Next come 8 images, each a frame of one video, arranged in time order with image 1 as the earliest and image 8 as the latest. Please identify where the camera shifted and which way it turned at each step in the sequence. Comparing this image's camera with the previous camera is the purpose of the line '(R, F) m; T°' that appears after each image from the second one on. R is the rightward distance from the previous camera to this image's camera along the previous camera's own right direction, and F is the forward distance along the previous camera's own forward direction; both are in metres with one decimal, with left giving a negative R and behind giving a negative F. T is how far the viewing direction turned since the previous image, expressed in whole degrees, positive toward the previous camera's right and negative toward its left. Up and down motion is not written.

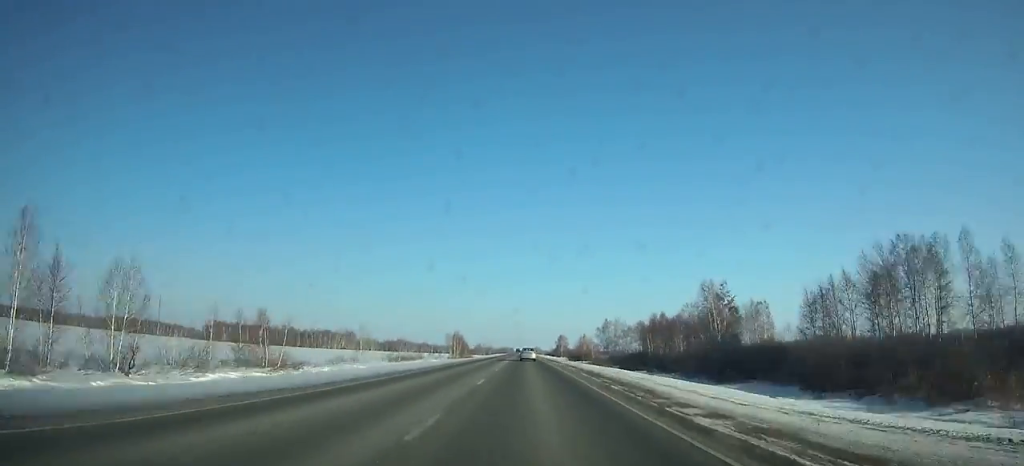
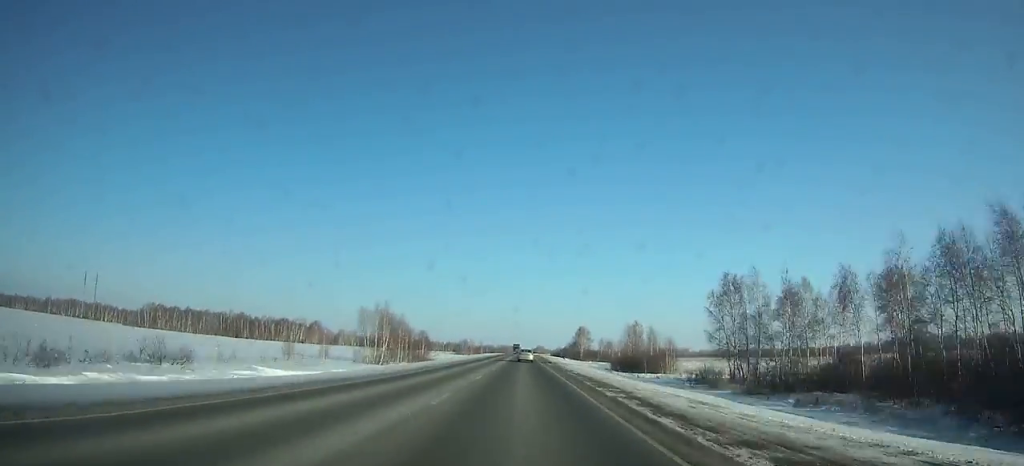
(0.0, +88.5) m; 0°
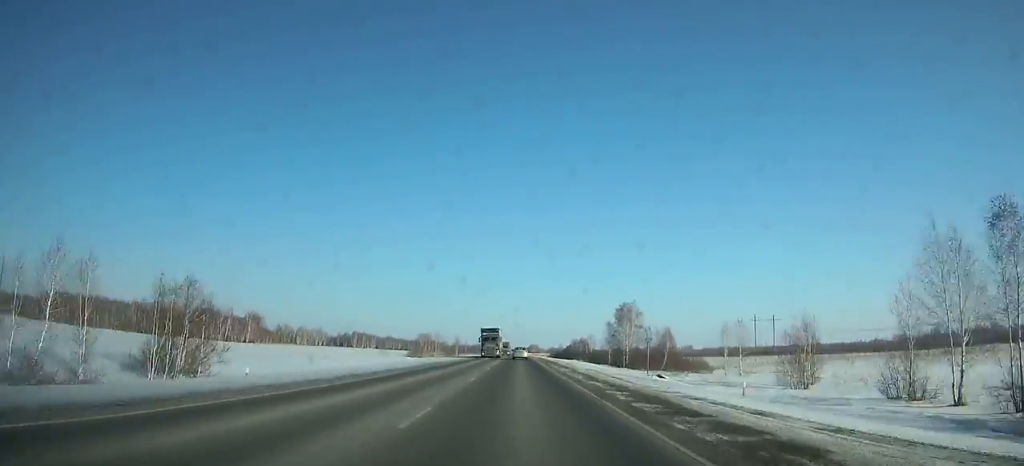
(+0.2, +88.6) m; 0°
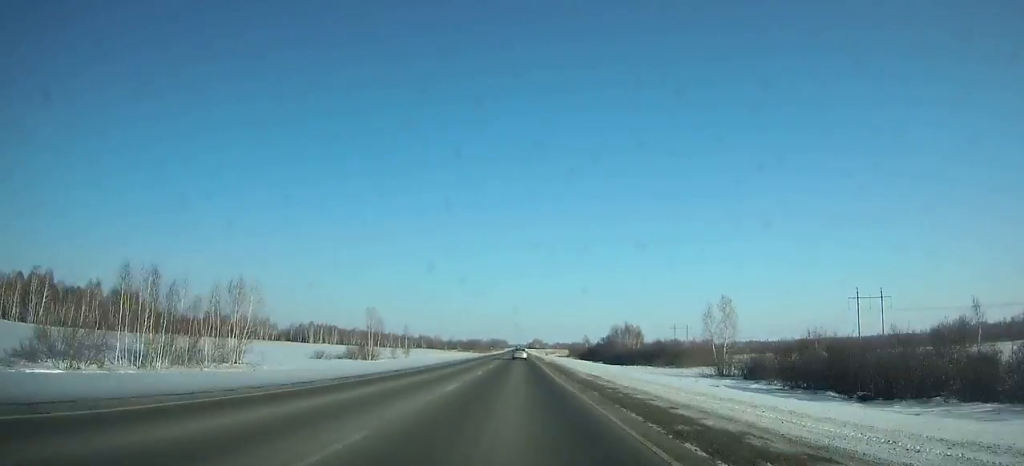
(-0.2, +122.2) m; 0°
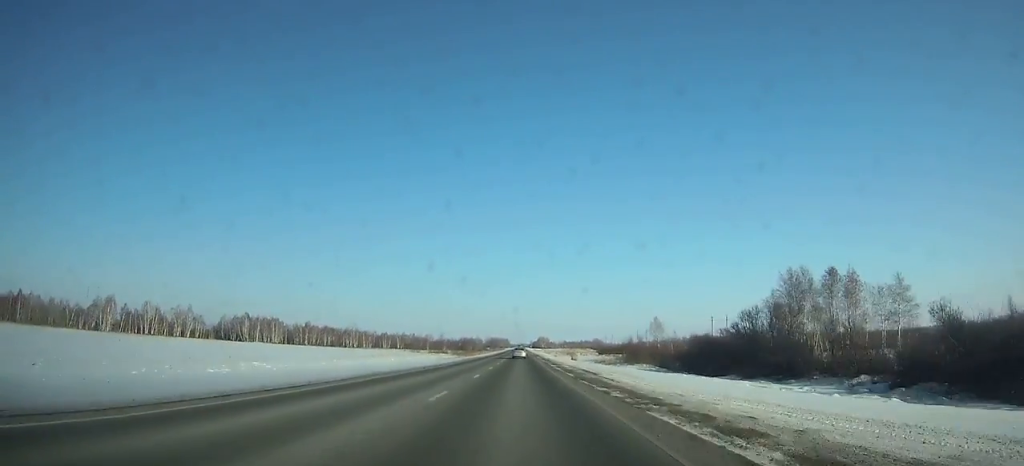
(+0.1, +110.0) m; 0°
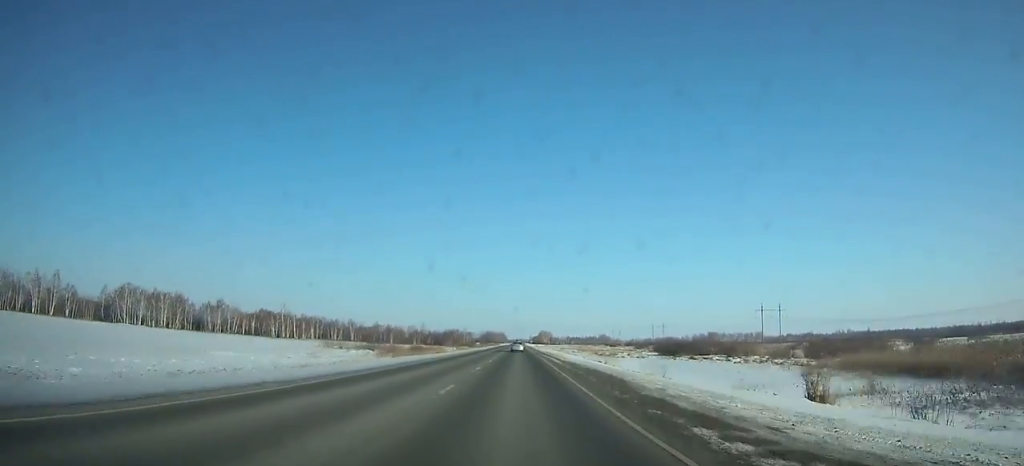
(+0.1, +106.8) m; 0°
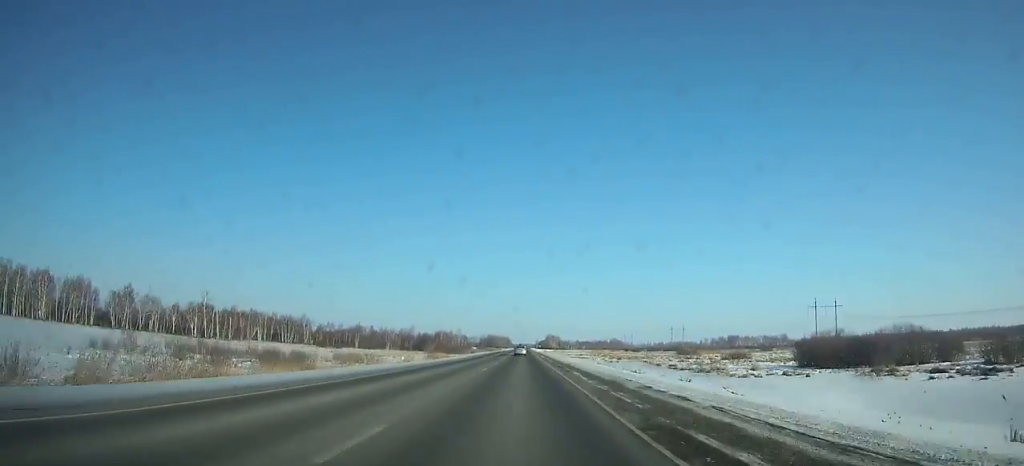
(0.0, +67.1) m; 0°
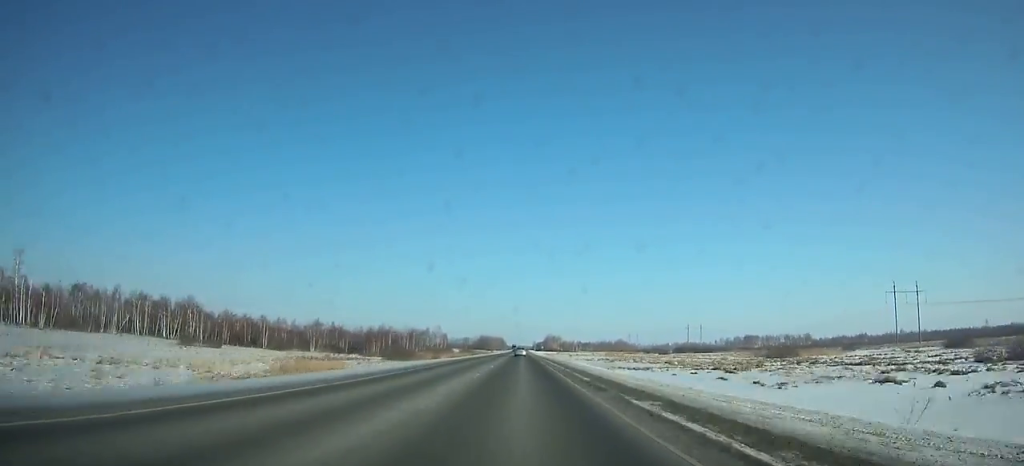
(-0.2, +79.4) m; 0°
